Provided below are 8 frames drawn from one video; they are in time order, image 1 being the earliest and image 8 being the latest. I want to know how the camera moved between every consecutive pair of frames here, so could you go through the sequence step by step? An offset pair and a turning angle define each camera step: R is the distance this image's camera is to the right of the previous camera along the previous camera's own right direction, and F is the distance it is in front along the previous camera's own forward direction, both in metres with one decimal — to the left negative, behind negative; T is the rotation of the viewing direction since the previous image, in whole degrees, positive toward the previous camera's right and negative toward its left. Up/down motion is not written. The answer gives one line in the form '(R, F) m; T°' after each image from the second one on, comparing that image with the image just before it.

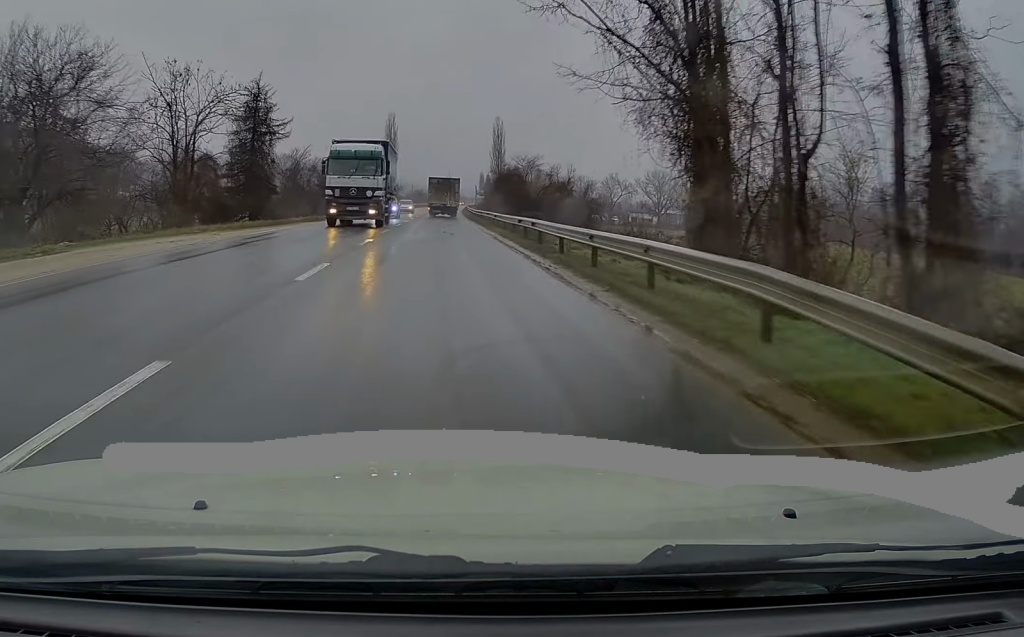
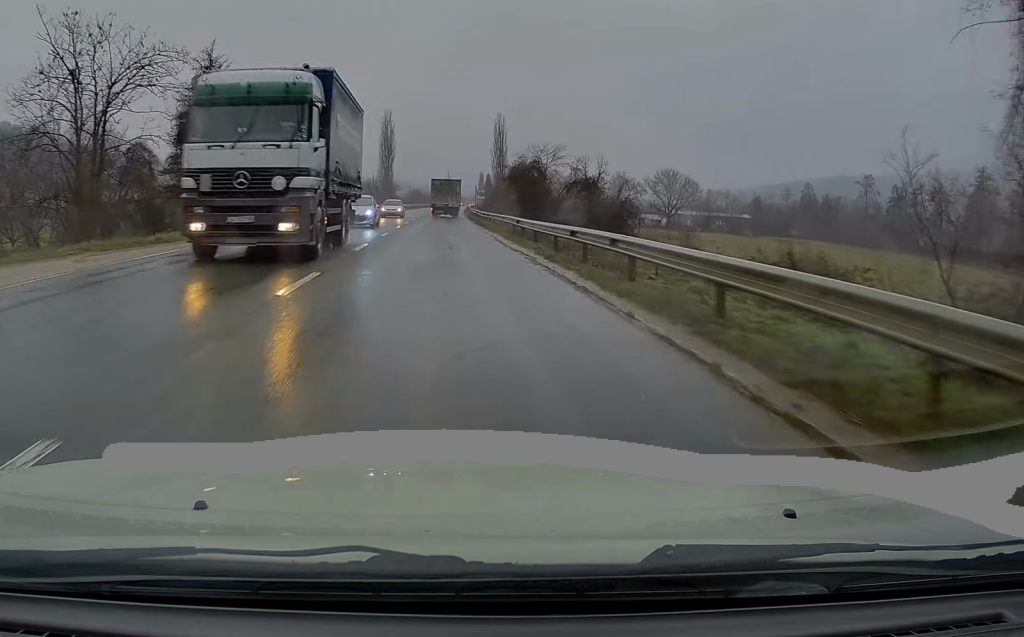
(-0.1, +10.7) m; 0°
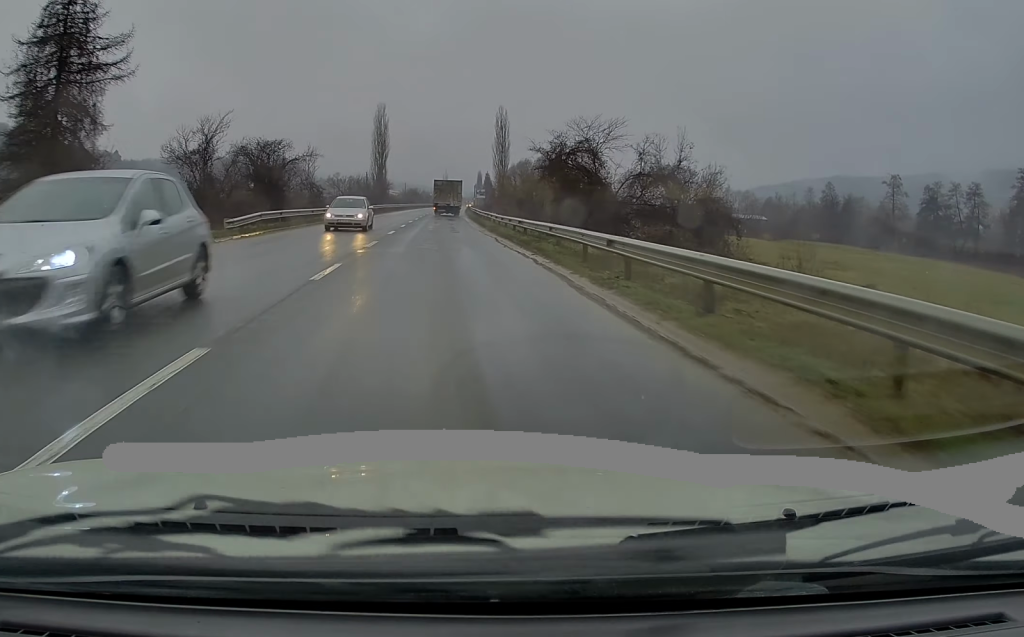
(+0.3, +15.4) m; 0°
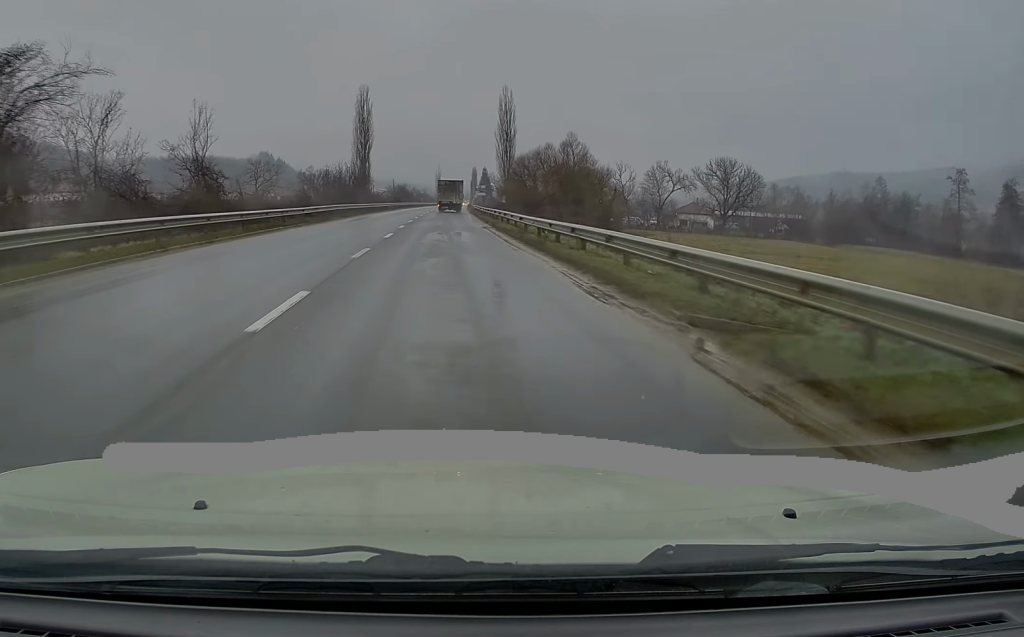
(+0.1, +31.3) m; 0°
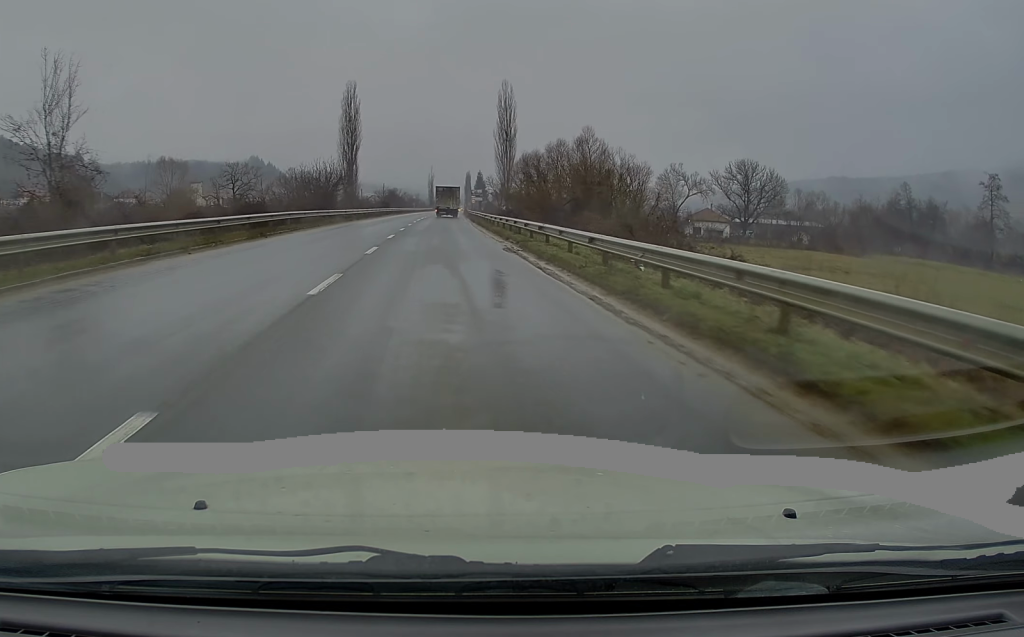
(-0.4, +14.4) m; 0°
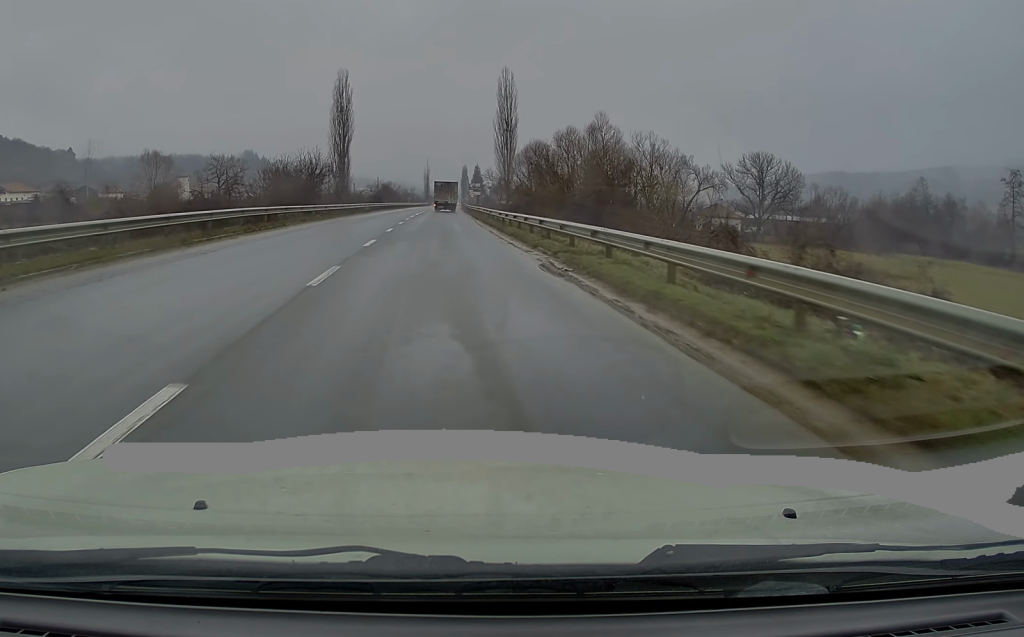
(+0.2, +8.4) m; +1°
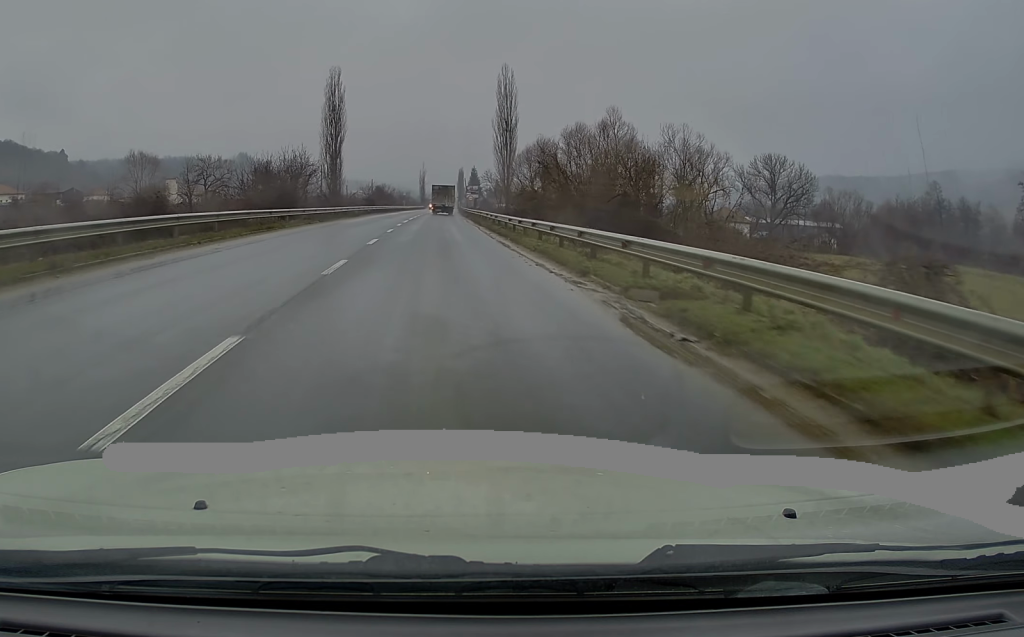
(+0.1, +6.8) m; +1°
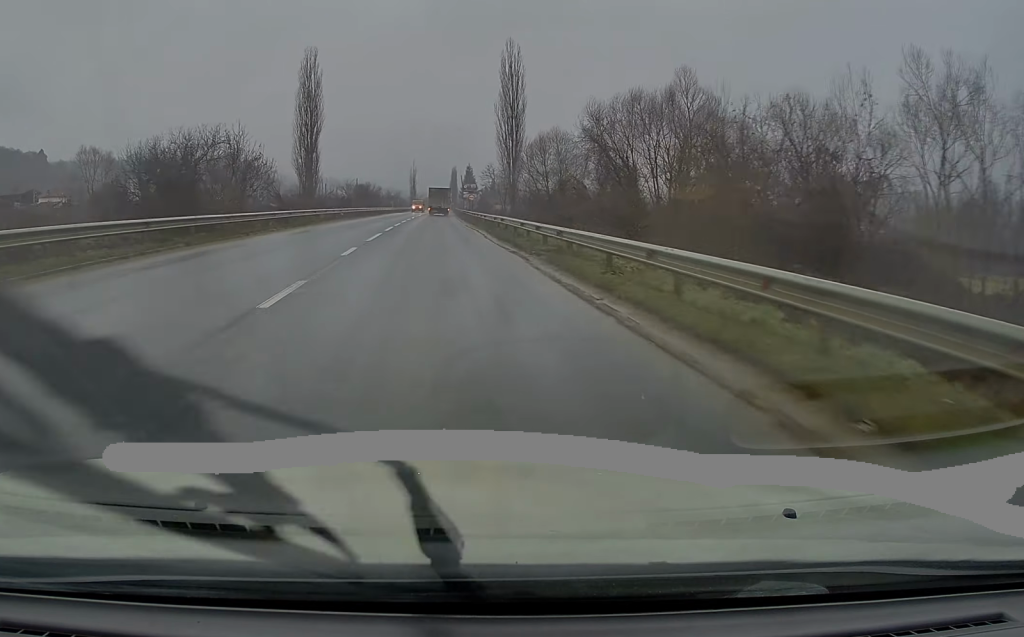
(+0.1, +21.9) m; 0°
